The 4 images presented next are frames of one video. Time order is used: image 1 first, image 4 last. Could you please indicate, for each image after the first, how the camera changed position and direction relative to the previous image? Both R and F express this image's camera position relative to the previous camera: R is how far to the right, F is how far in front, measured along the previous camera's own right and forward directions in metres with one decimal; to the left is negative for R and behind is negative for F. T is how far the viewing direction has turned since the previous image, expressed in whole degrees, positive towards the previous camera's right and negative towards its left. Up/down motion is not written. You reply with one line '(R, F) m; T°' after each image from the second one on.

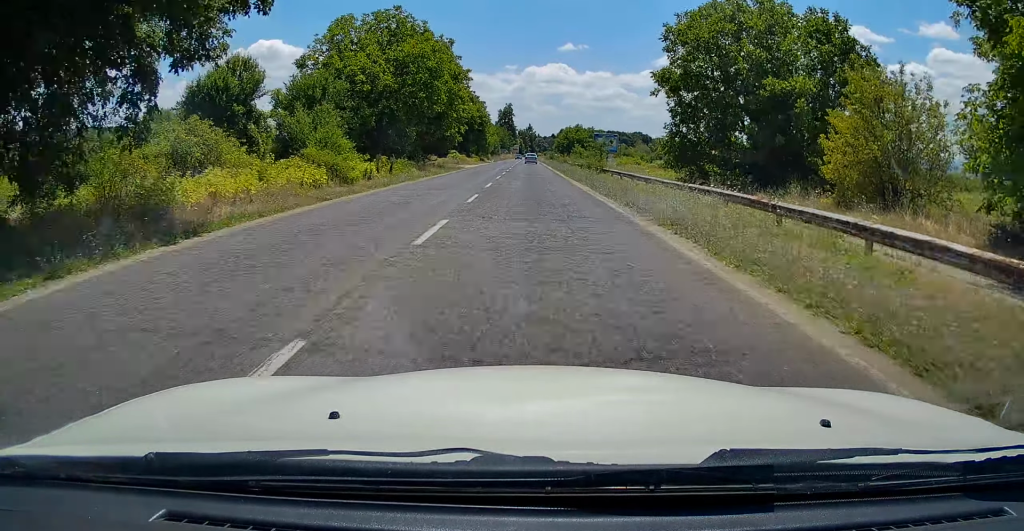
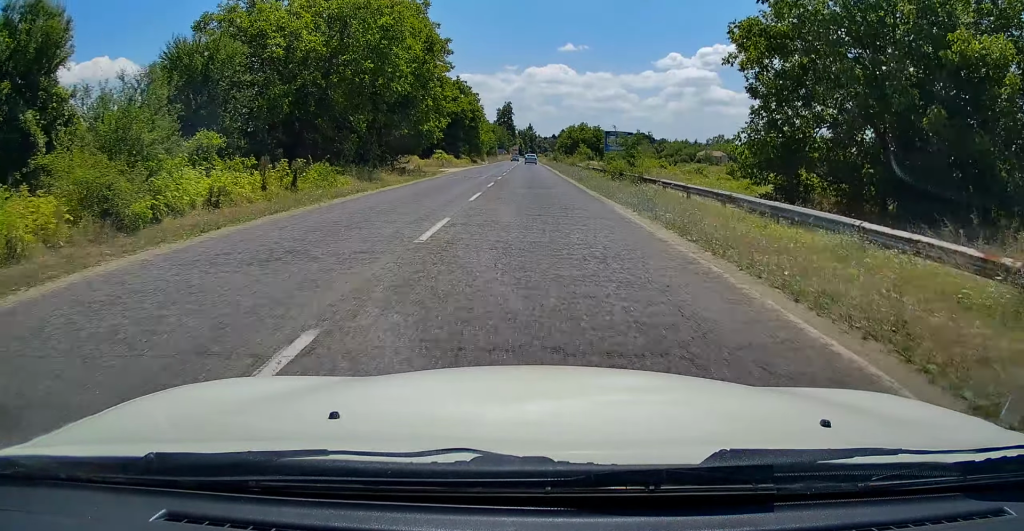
(-0.2, +15.1) m; +1°
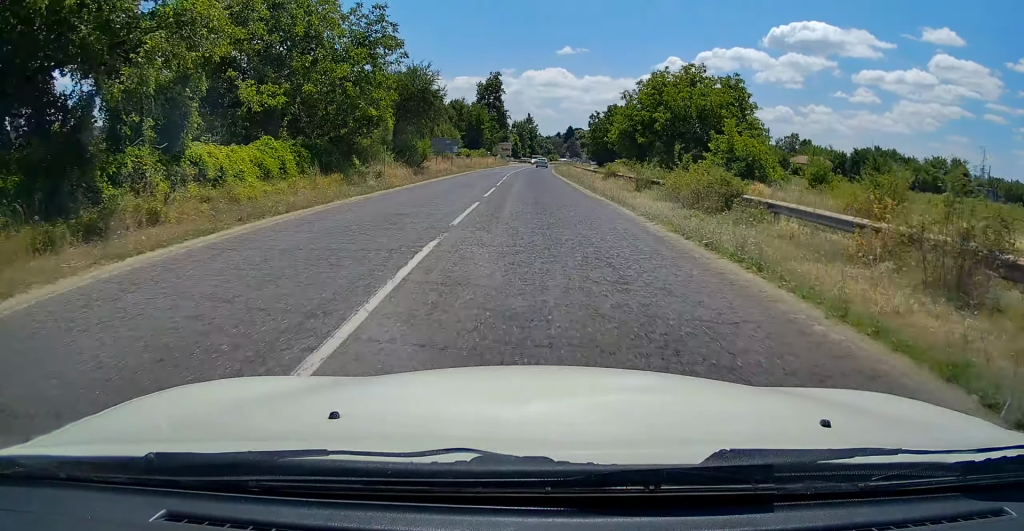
(-0.6, +111.0) m; 0°
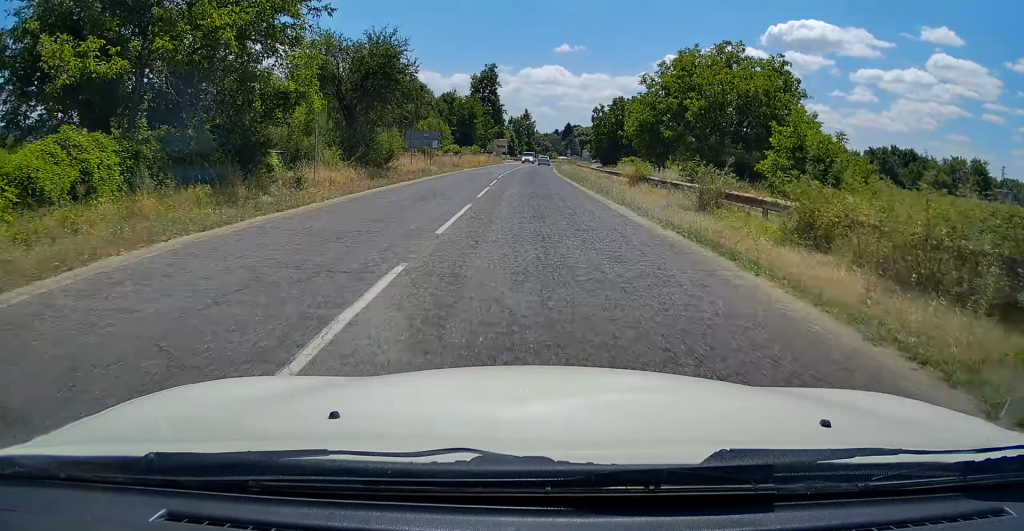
(0.0, +11.0) m; 0°
